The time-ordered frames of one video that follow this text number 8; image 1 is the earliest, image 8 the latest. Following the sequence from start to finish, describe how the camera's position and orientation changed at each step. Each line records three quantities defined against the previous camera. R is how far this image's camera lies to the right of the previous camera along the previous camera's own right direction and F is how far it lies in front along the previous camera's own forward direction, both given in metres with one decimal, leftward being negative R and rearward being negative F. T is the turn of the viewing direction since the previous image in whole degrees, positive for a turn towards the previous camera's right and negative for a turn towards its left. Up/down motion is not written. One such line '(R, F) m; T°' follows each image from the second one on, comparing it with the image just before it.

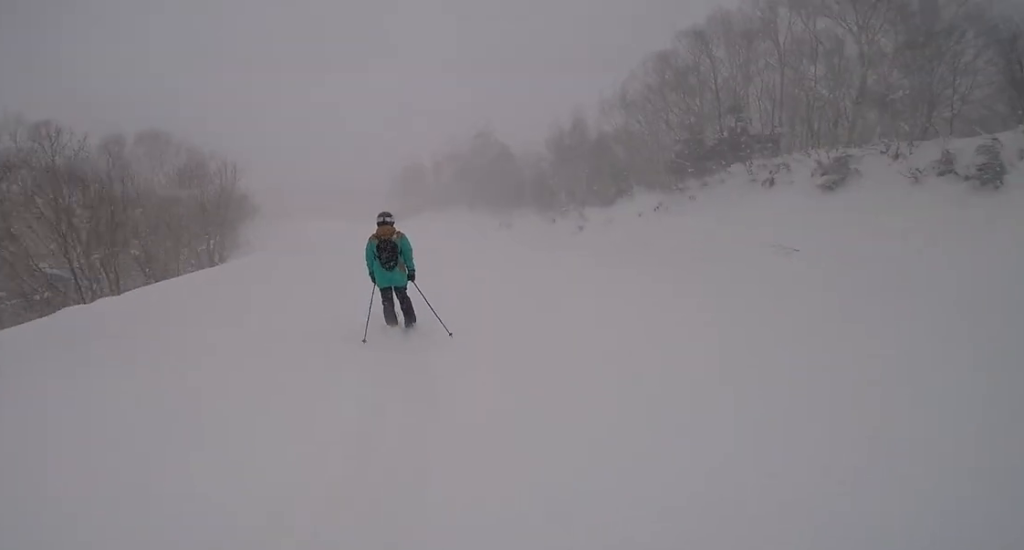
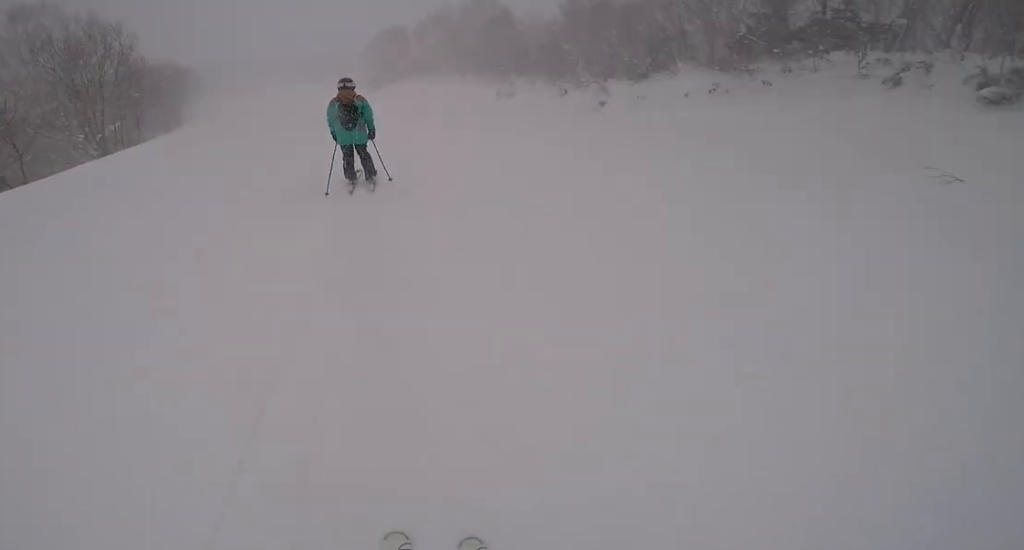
(-0.8, +5.5) m; -5°
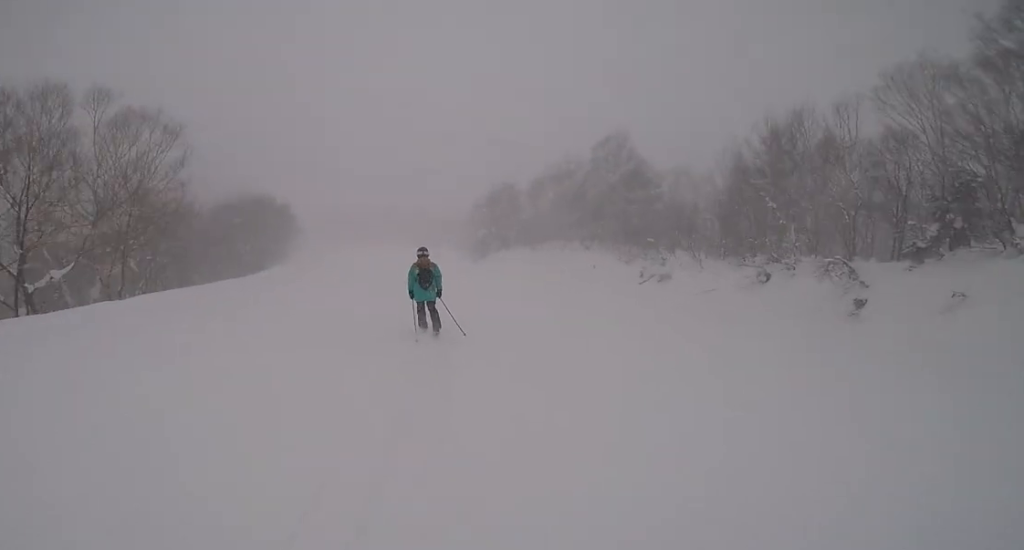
(-0.6, +11.3) m; -3°
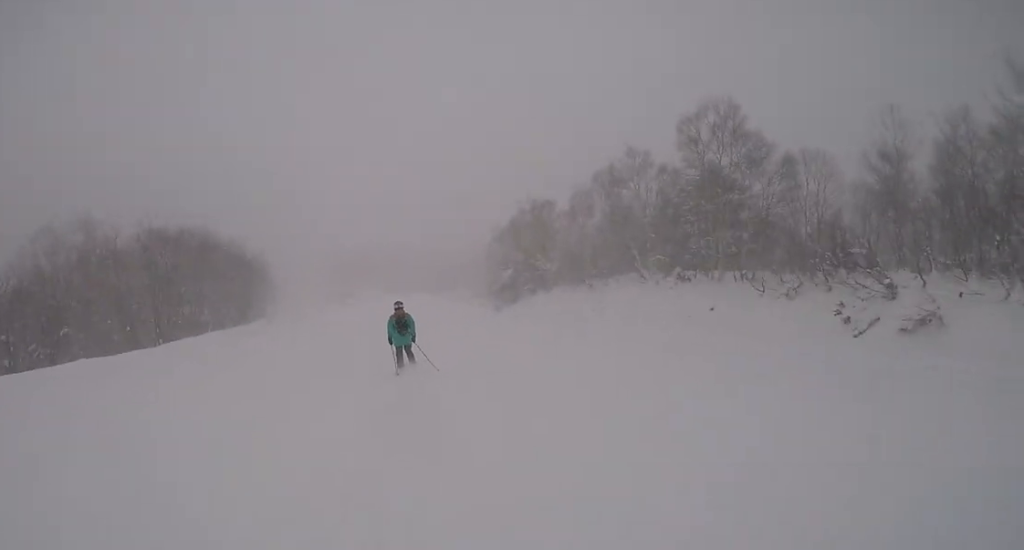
(0.0, +14.9) m; 0°
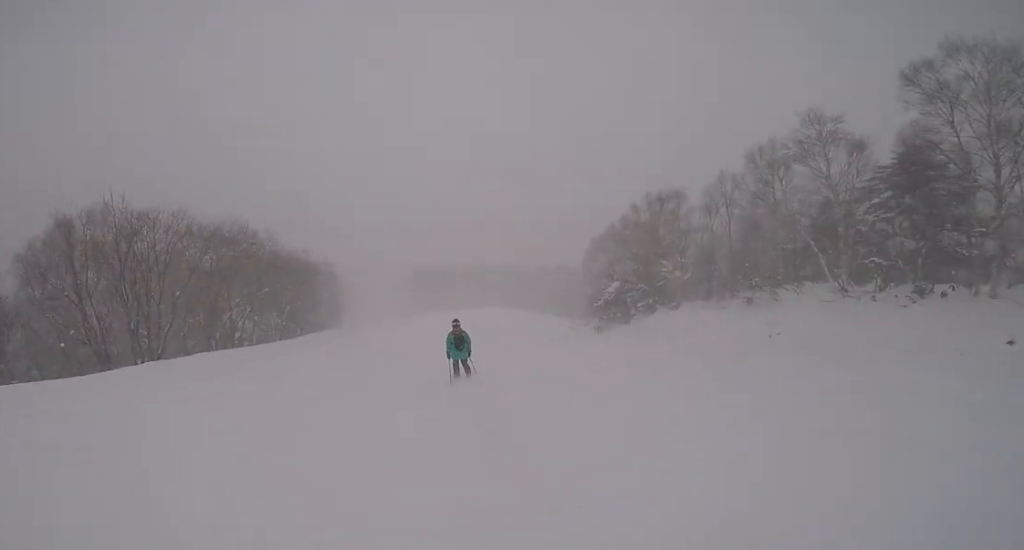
(0.0, +8.6) m; -3°
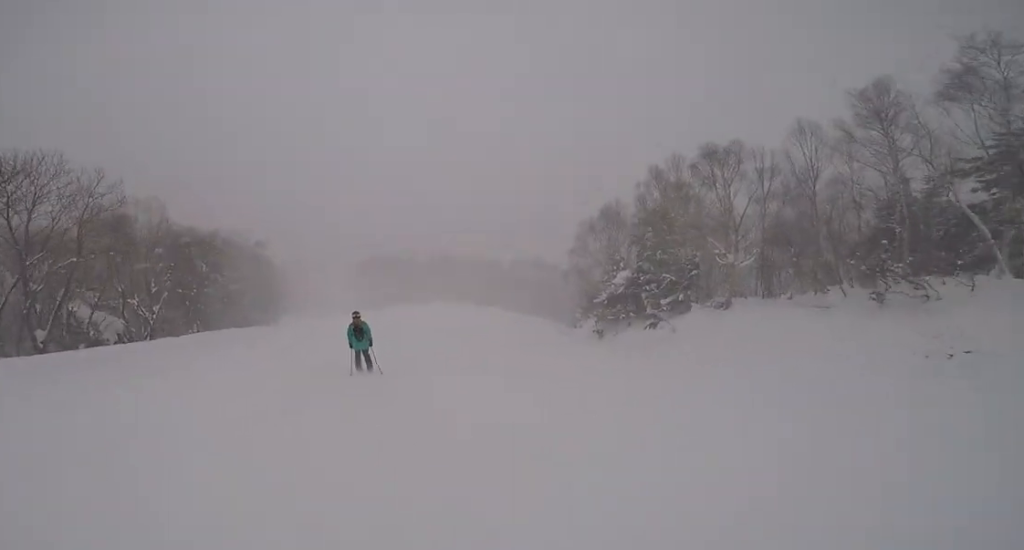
(-0.7, +10.4) m; -10°
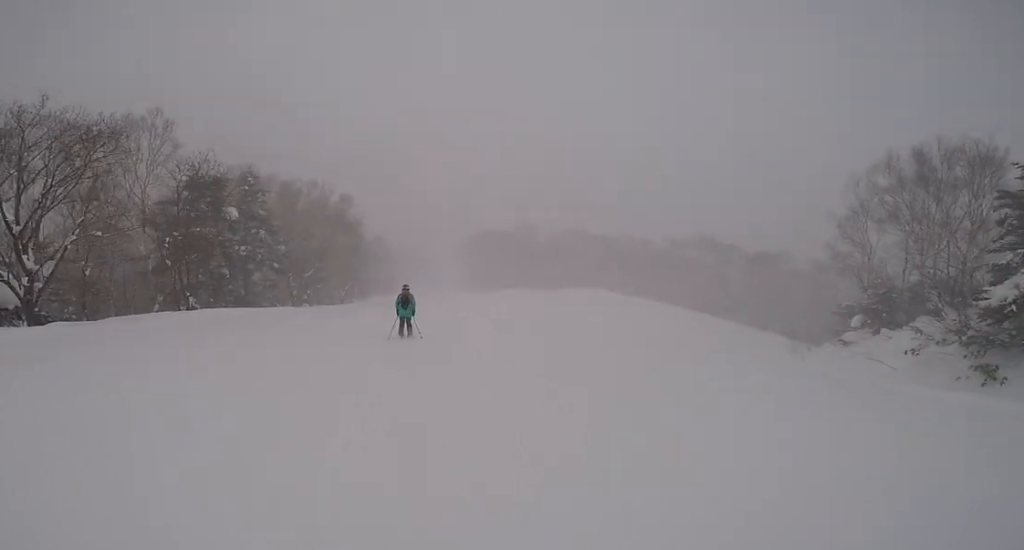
(-1.8, +15.5) m; -6°
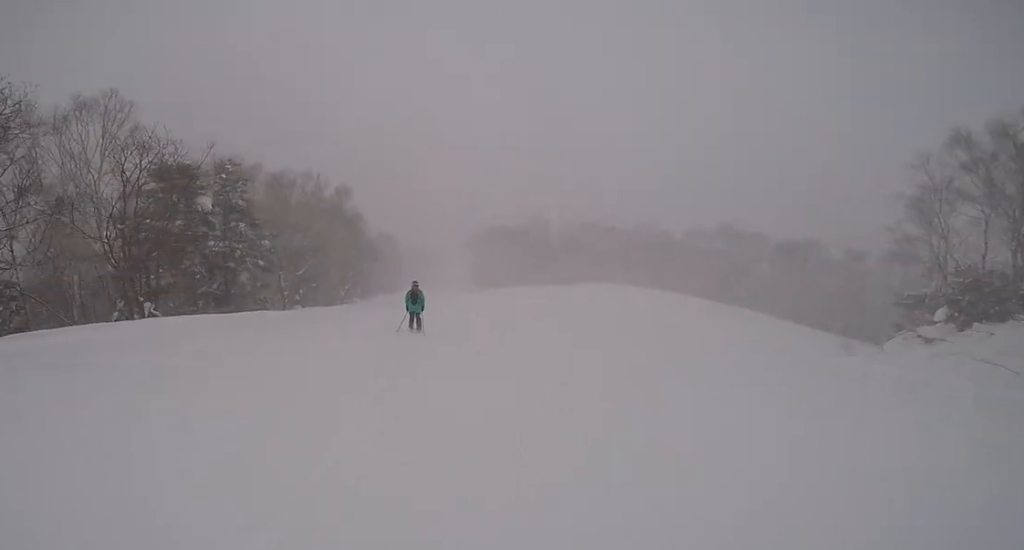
(+0.1, +3.7) m; 0°
